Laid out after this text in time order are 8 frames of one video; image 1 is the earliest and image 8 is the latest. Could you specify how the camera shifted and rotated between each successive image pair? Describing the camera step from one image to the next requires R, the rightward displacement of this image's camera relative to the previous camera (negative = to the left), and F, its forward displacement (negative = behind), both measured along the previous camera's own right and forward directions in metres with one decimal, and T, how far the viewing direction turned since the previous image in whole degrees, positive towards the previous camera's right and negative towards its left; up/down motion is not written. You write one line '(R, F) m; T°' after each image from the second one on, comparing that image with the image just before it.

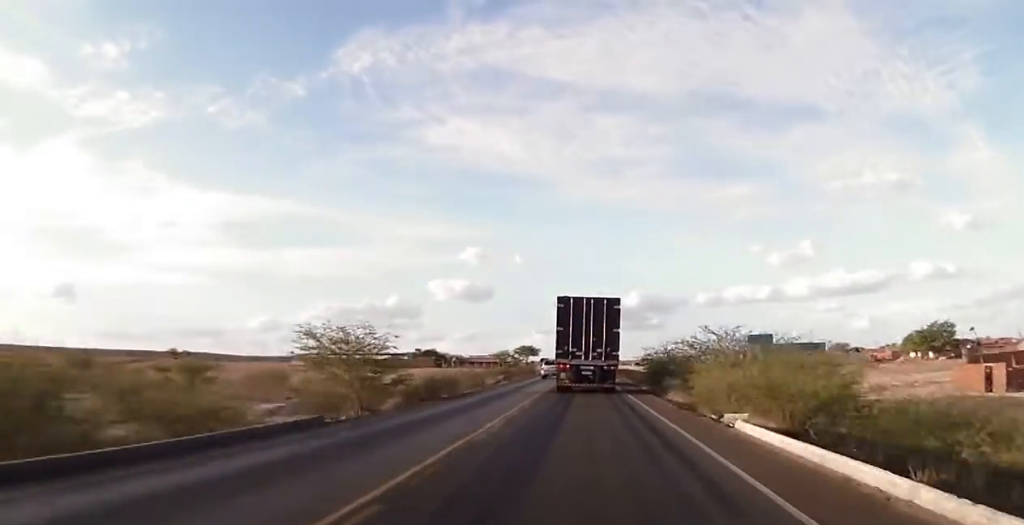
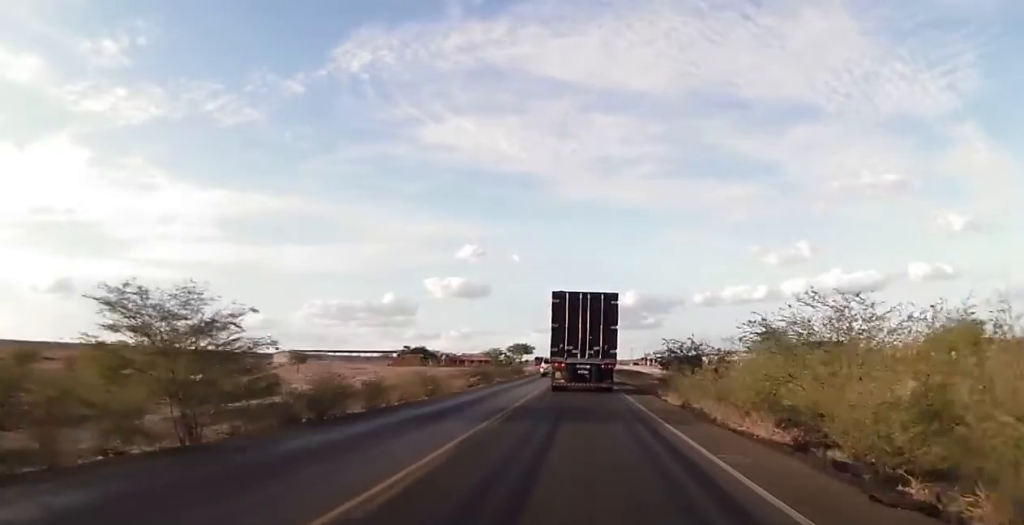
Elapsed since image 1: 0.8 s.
(-0.2, +12.4) m; 0°
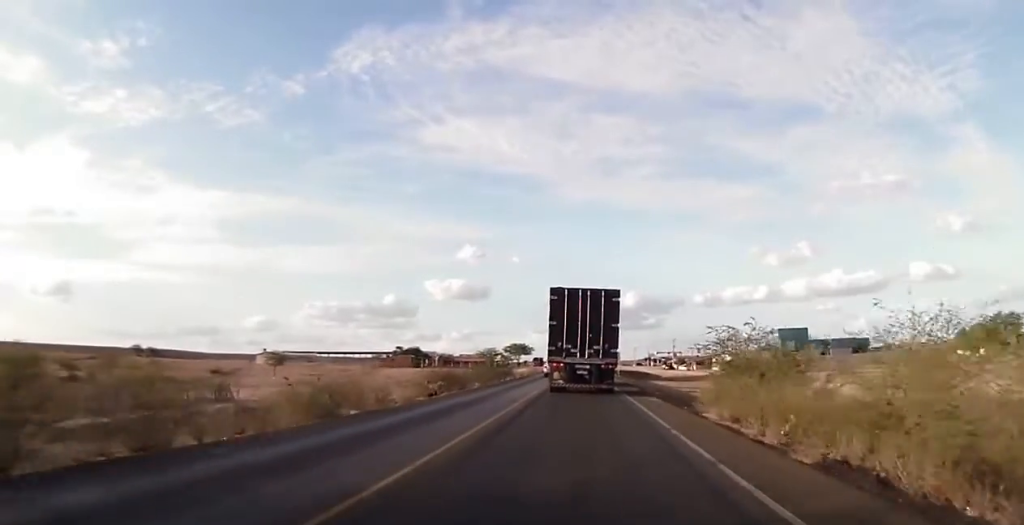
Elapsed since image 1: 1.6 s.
(+0.1, +11.4) m; +2°
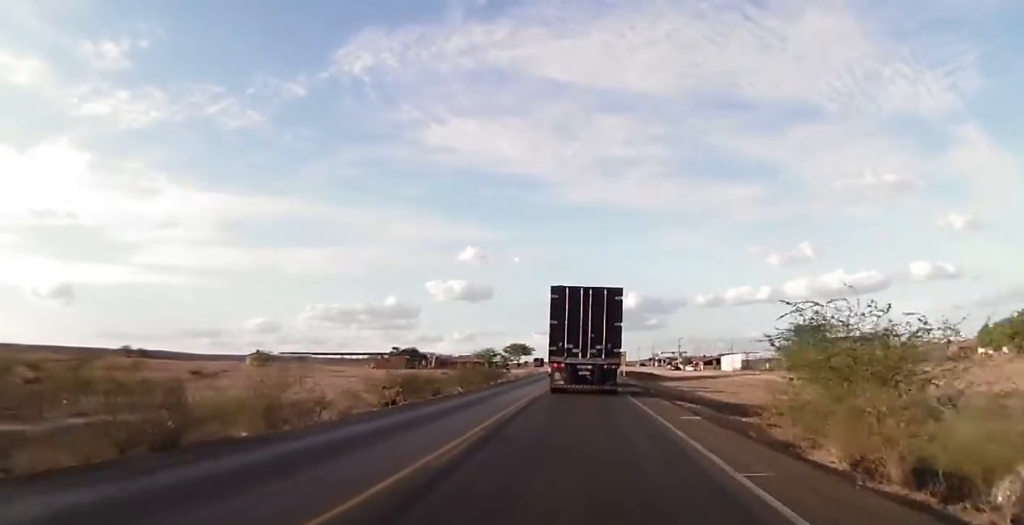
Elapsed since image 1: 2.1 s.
(+0.1, +7.4) m; 0°
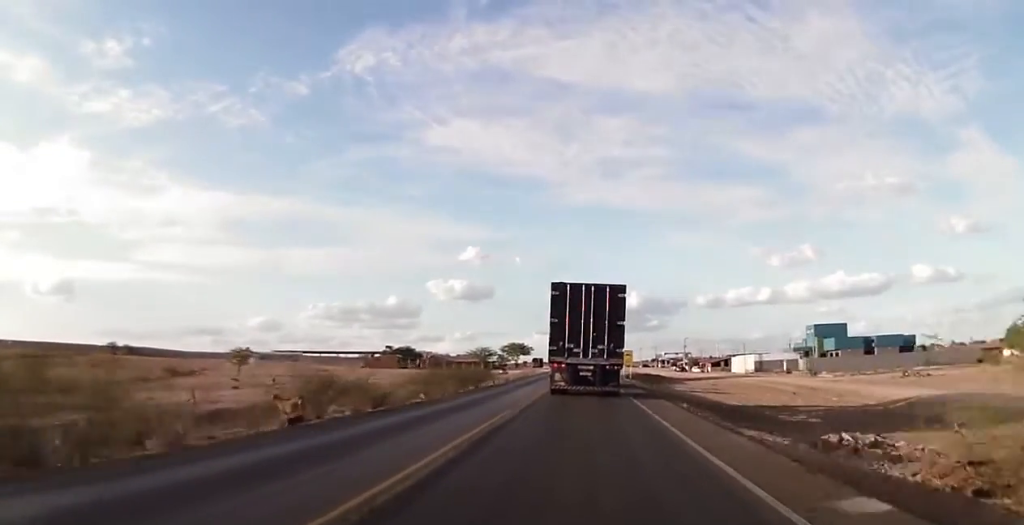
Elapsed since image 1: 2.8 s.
(+0.1, +9.0) m; -1°
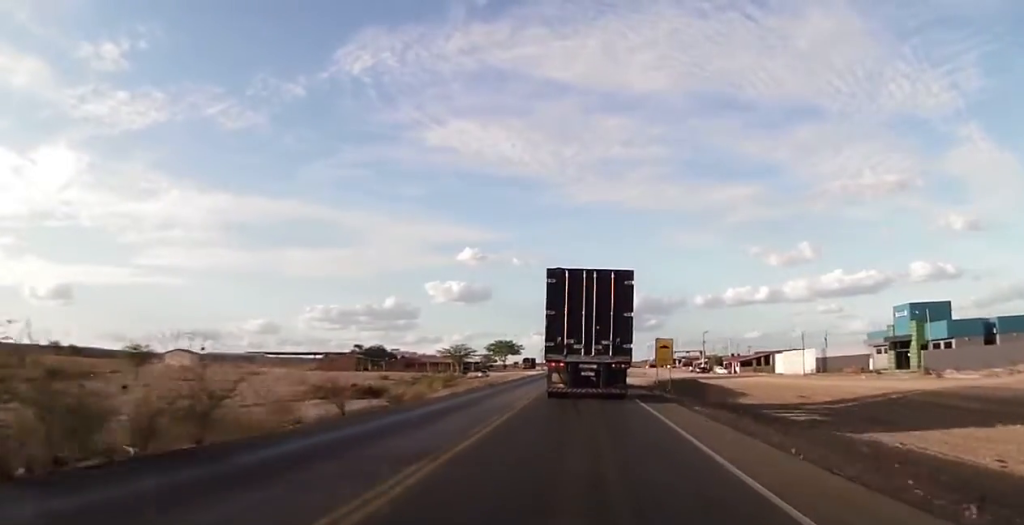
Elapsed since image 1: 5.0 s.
(-0.9, +34.4) m; 0°
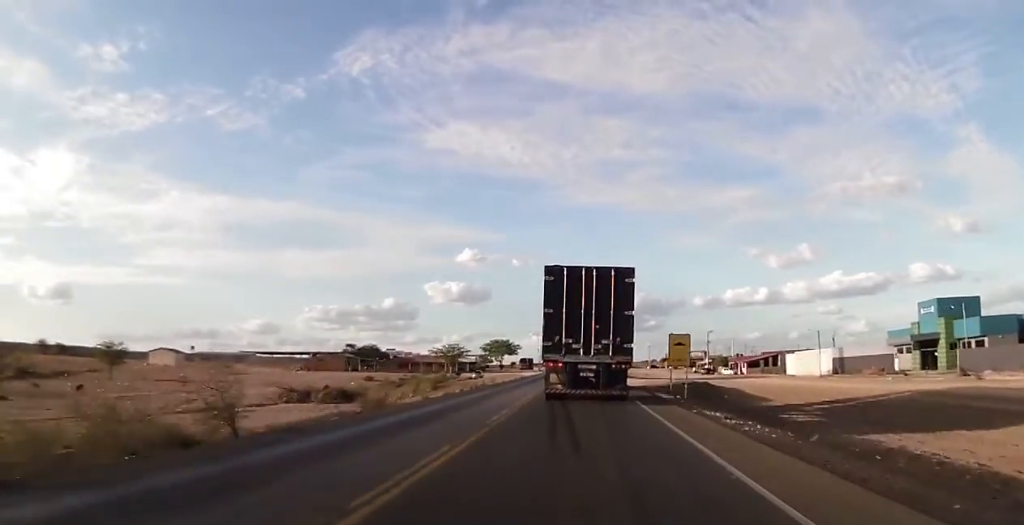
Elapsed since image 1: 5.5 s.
(+0.3, +7.4) m; 0°
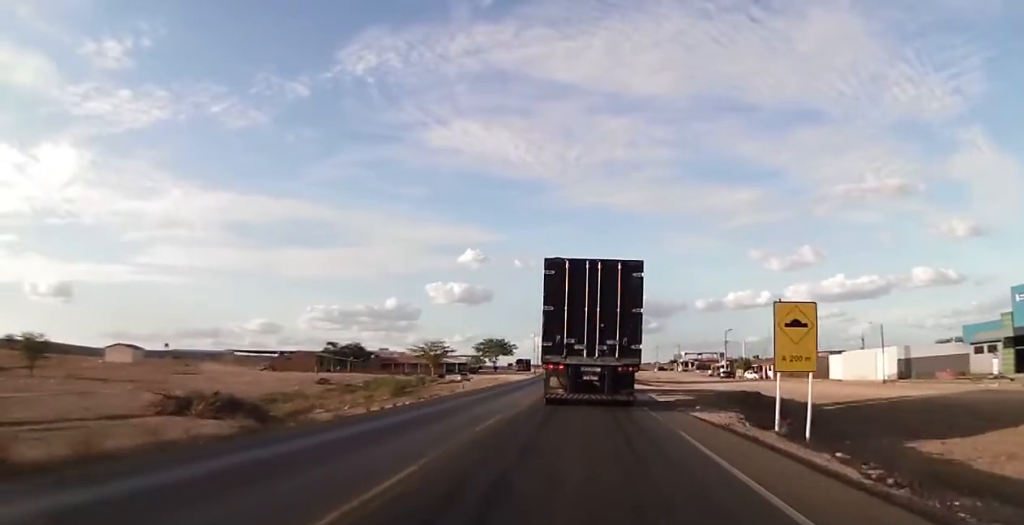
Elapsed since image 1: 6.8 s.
(-0.5, +20.1) m; -1°
